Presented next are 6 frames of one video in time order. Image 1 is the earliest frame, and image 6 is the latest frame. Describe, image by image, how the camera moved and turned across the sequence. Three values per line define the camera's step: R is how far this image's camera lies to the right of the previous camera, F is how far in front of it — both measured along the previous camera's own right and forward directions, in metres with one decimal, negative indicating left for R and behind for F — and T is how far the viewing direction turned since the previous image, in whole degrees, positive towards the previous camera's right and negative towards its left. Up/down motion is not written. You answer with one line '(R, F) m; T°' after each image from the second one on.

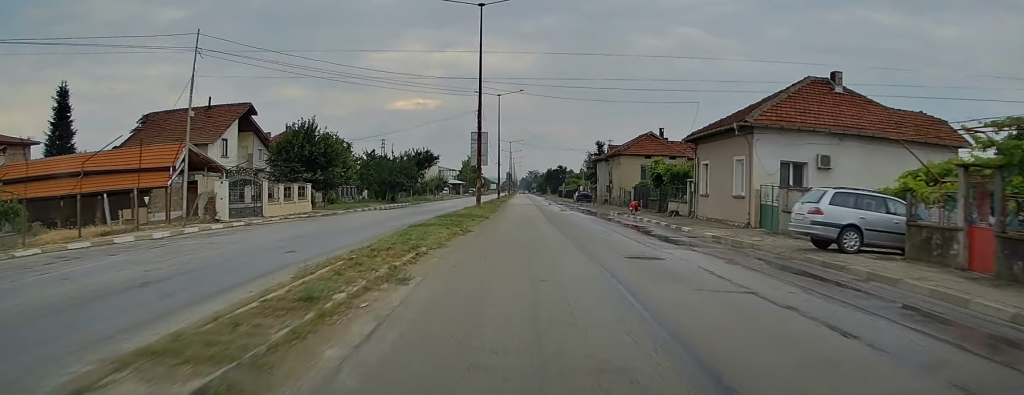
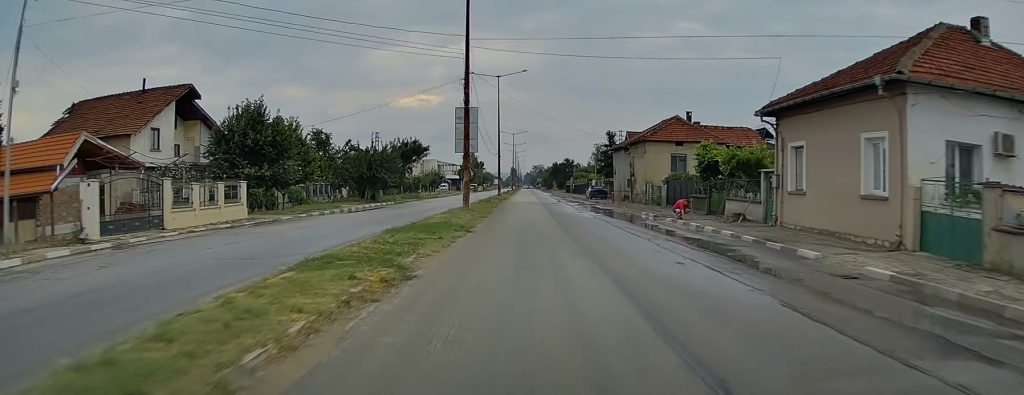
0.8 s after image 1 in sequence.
(0.0, +10.7) m; -1°
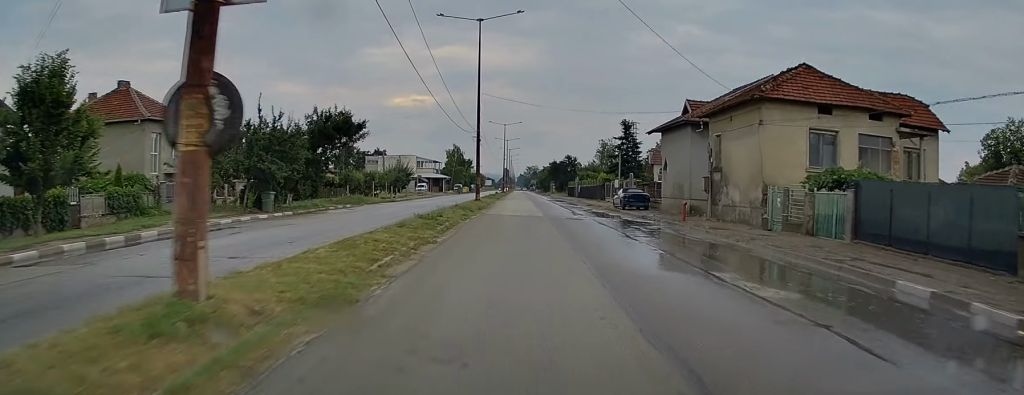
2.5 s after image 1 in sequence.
(-0.4, +24.6) m; 0°
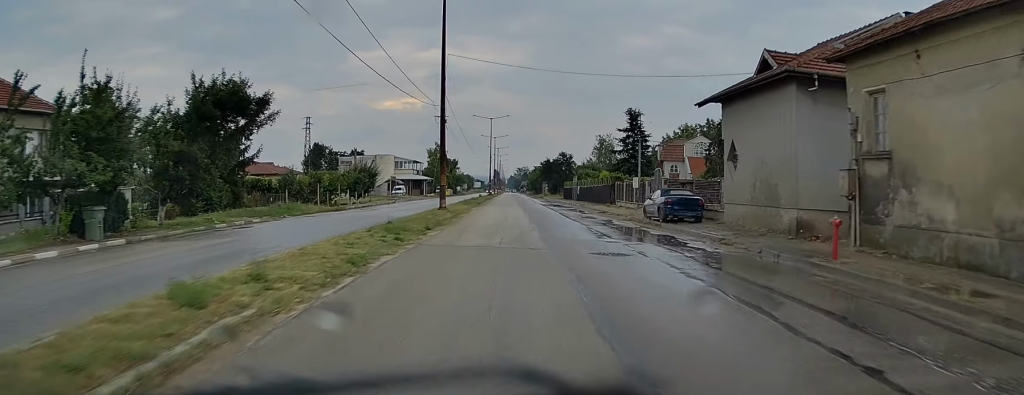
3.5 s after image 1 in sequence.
(+0.1, +14.5) m; +2°
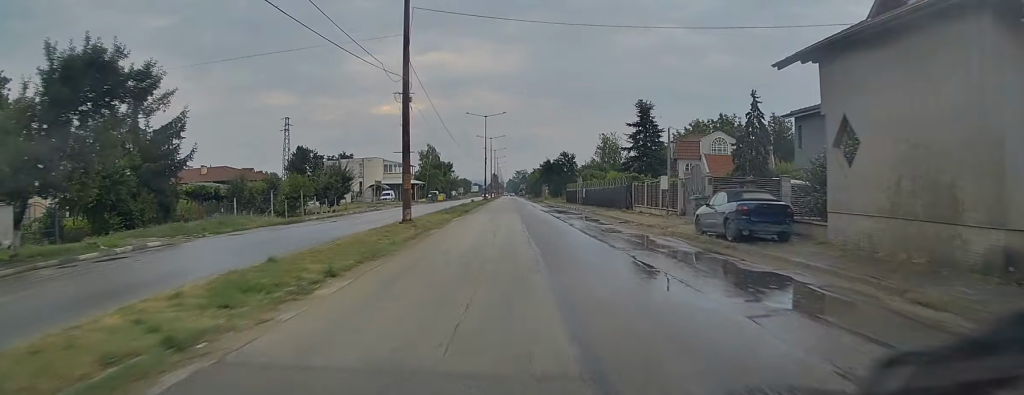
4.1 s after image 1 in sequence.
(+0.3, +9.3) m; 0°
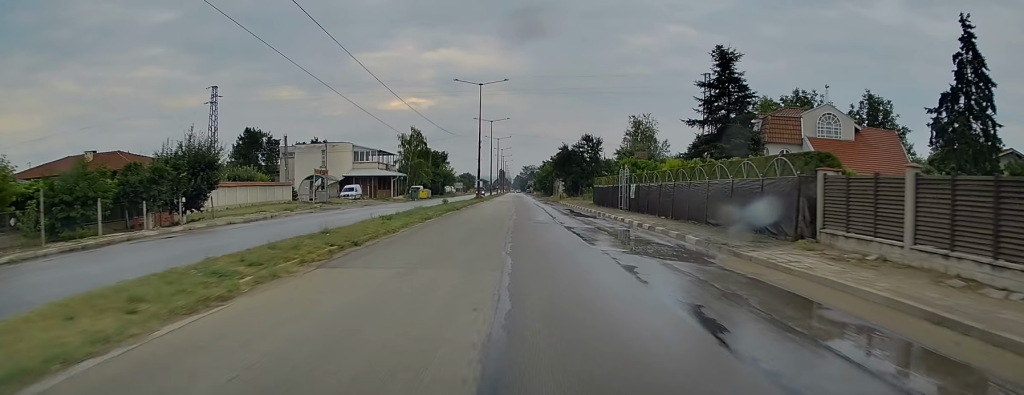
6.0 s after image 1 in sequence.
(-0.6, +28.1) m; -2°
